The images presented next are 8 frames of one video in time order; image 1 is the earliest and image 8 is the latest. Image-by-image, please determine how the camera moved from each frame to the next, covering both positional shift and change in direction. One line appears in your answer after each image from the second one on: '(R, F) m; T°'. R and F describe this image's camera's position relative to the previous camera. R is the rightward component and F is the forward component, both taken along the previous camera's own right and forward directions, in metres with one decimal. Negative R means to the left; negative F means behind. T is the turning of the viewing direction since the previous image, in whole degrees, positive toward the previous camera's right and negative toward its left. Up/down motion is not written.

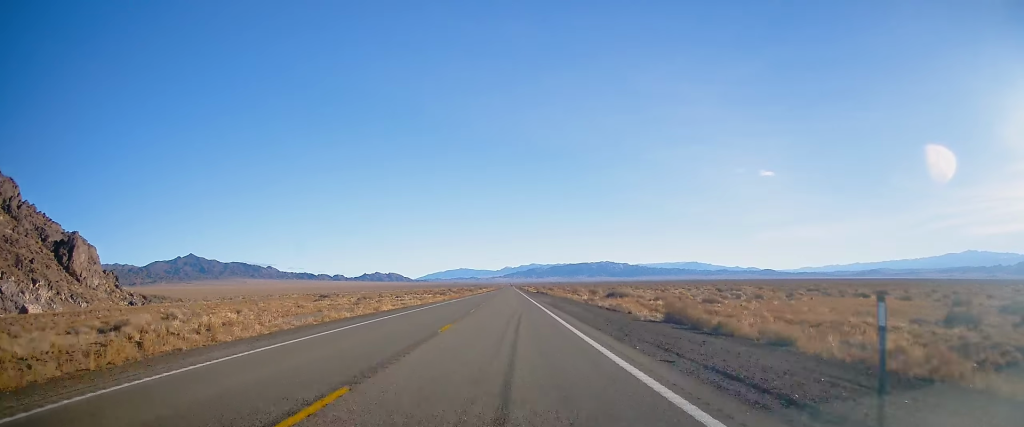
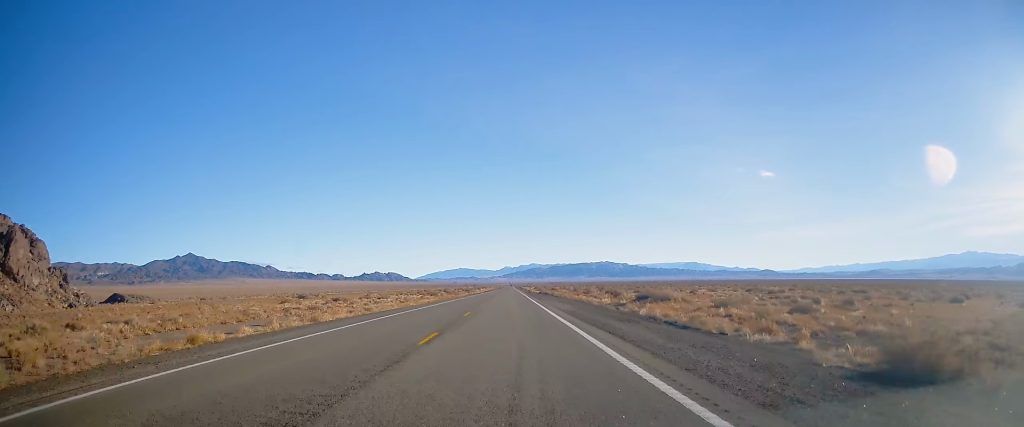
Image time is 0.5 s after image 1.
(-0.1, +16.0) m; 0°
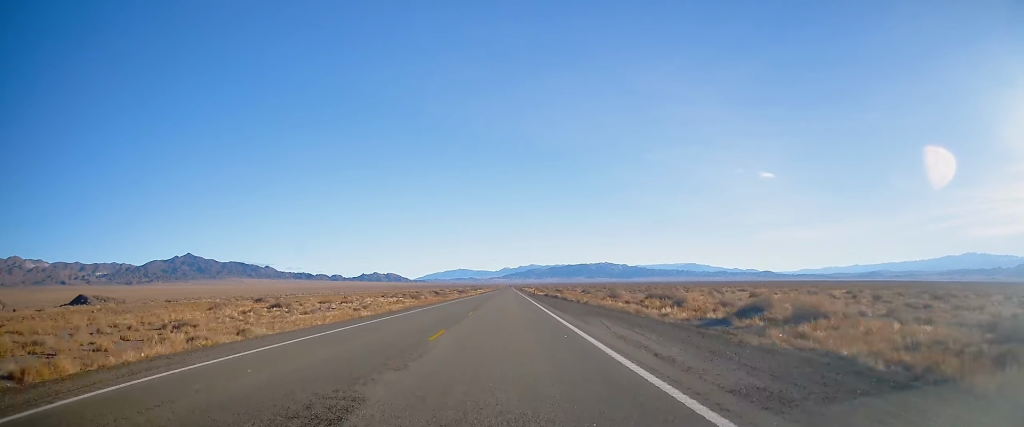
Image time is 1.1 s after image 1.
(-0.1, +22.9) m; 0°
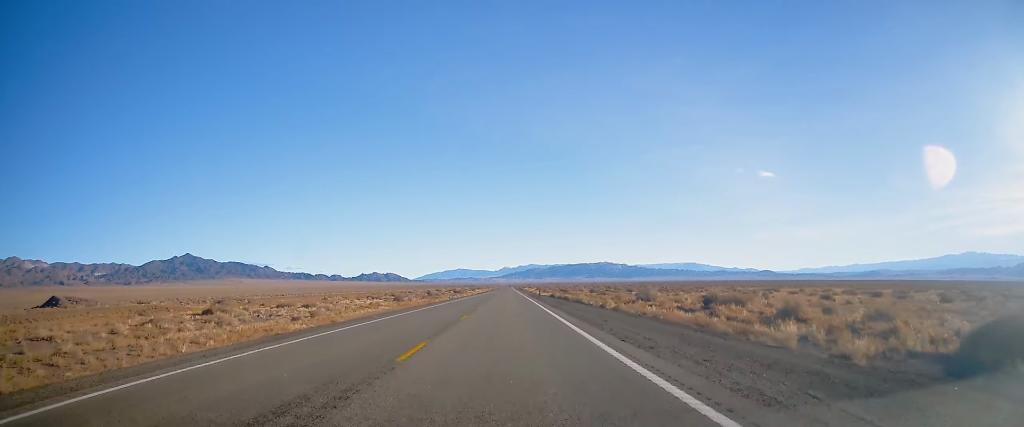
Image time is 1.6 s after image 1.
(-0.1, +16.0) m; 0°
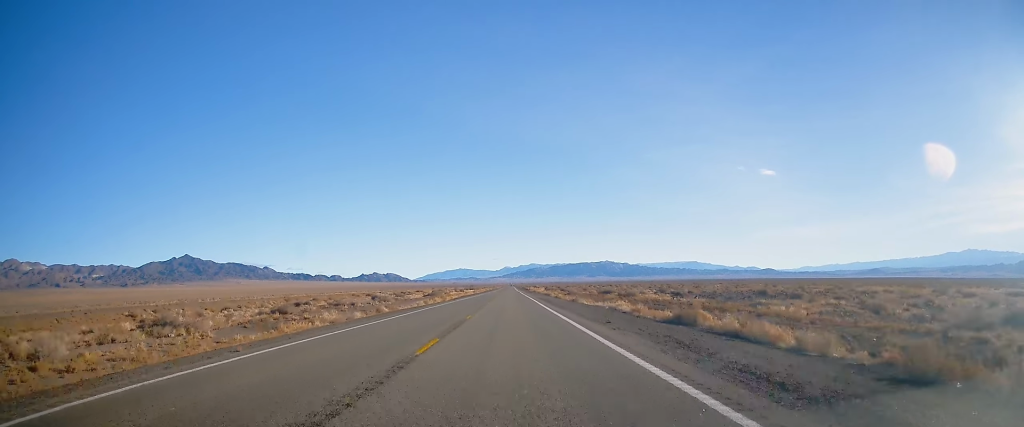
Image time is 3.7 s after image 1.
(0.0, +72.2) m; -1°
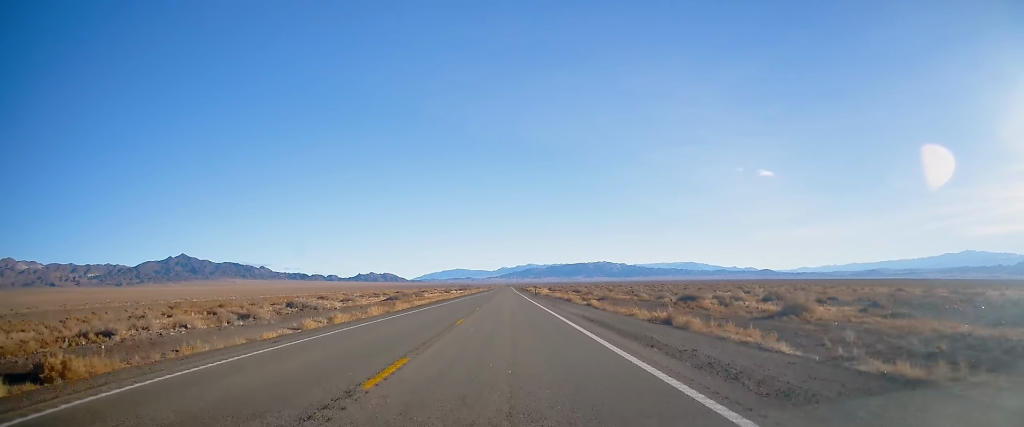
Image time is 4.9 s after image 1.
(+0.1, +40.1) m; +1°
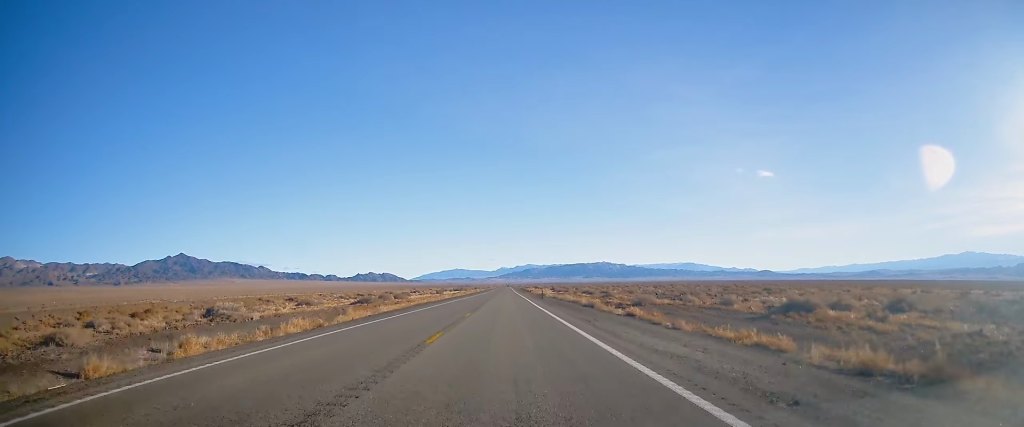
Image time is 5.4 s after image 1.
(+0.2, +18.3) m; 0°
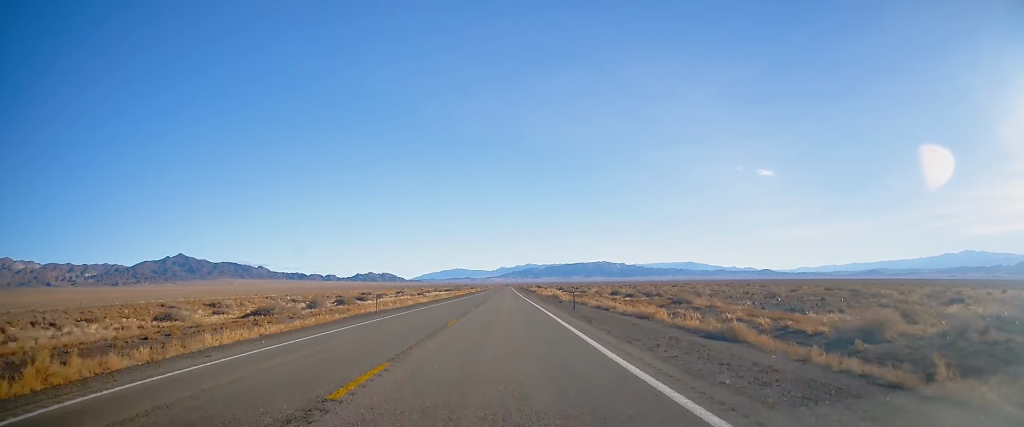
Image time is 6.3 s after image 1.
(-0.1, +30.9) m; 0°
